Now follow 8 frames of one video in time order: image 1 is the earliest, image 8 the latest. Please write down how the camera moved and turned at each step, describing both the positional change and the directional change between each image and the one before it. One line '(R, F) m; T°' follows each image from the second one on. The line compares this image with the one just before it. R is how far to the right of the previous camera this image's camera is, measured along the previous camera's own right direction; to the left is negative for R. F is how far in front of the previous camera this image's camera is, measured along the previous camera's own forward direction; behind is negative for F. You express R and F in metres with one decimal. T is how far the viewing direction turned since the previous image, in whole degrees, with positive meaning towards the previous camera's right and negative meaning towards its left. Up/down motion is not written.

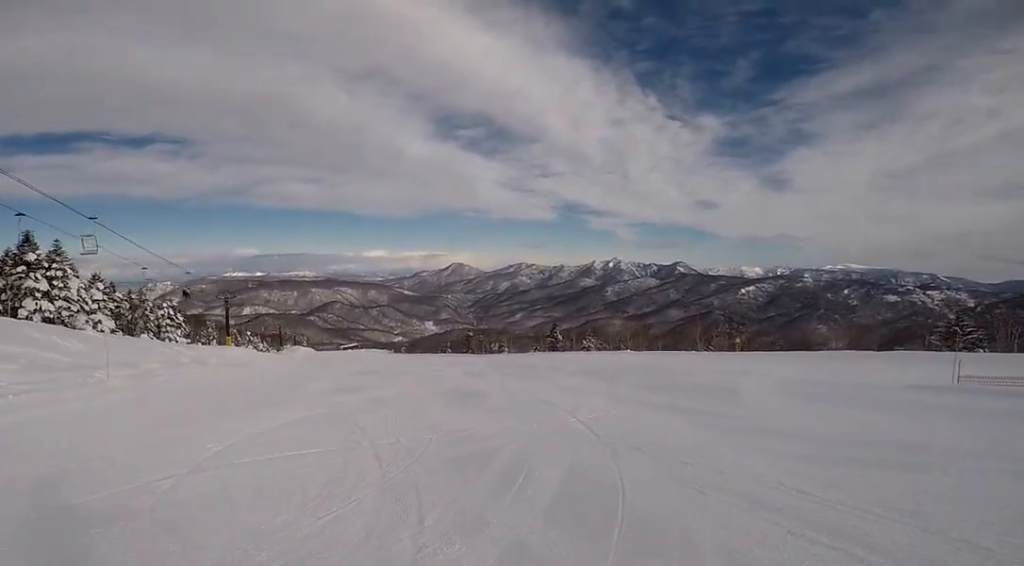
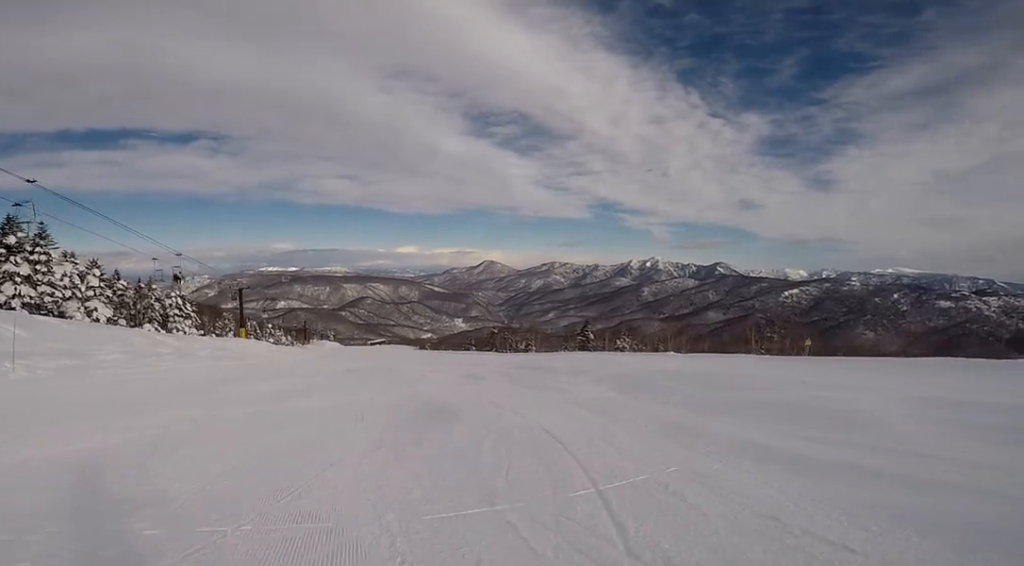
(-0.7, +4.4) m; -26°
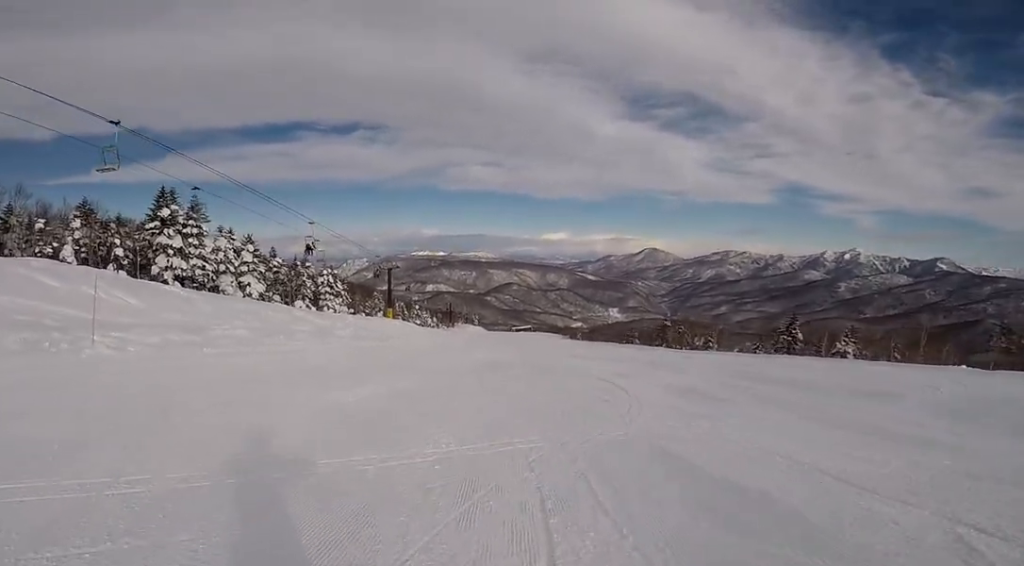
(-1.9, +5.3) m; -20°
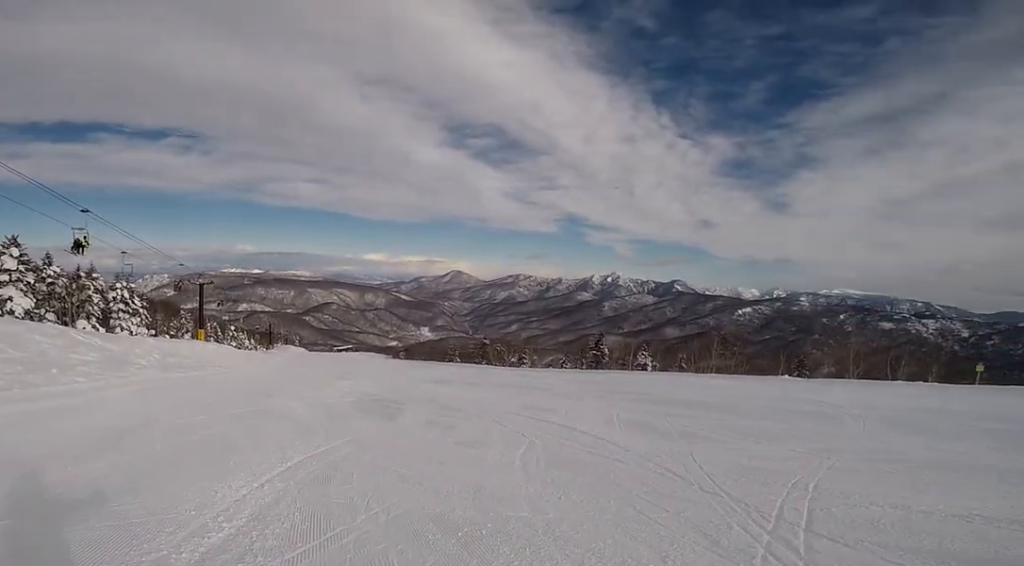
(+0.4, +5.1) m; +21°
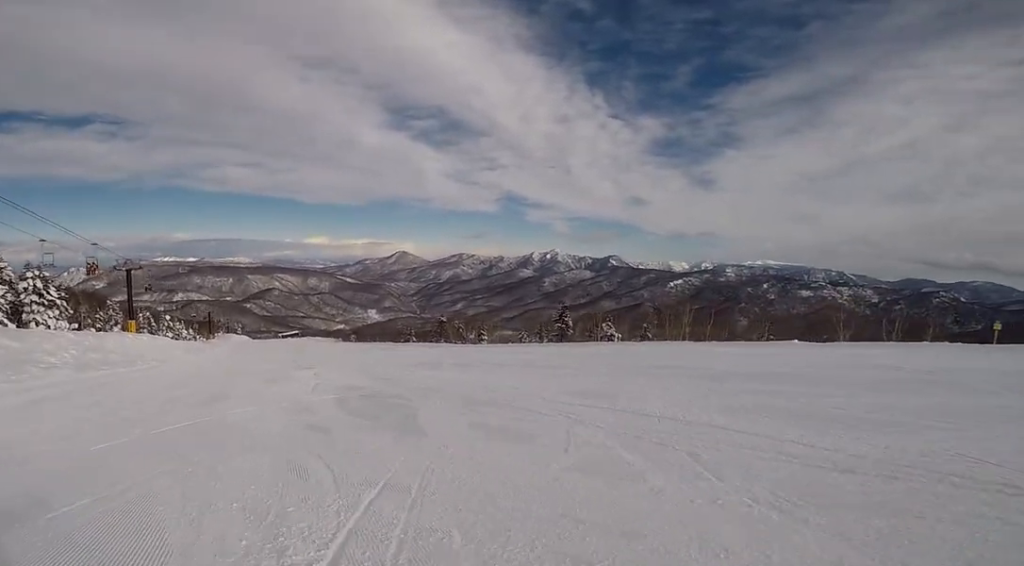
(+0.9, +3.7) m; +19°
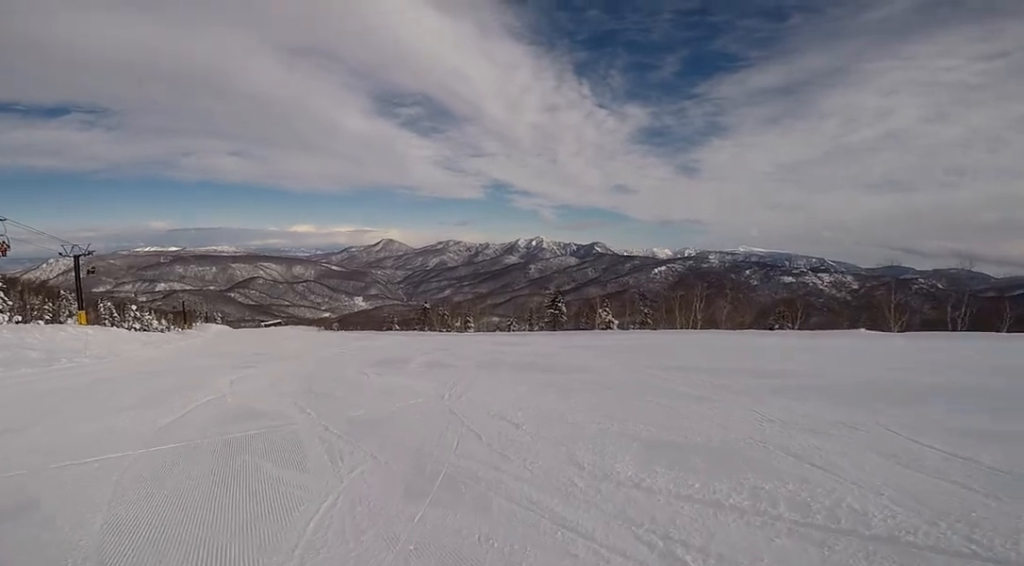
(+0.9, +5.5) m; +6°
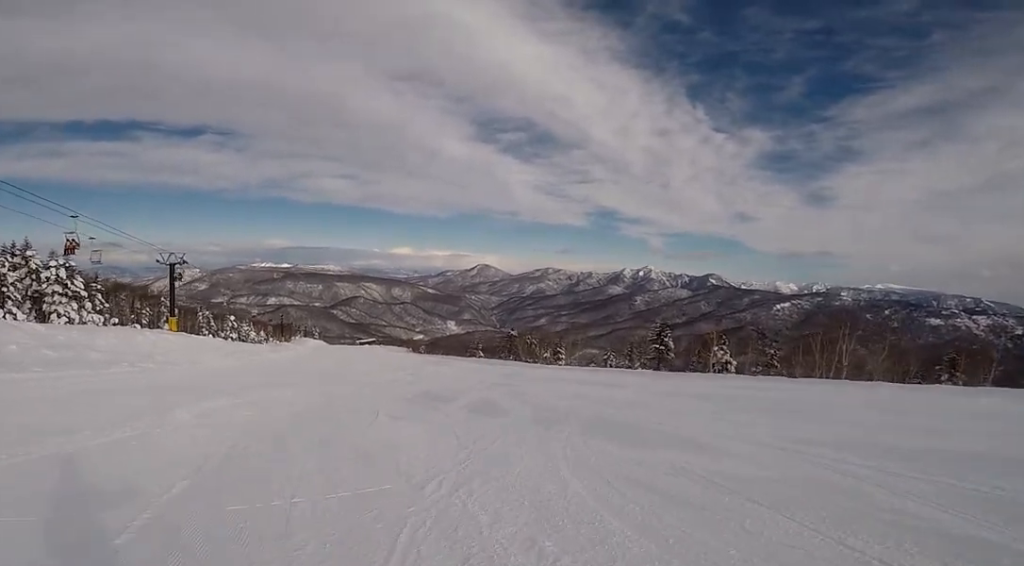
(-0.3, +4.7) m; -20°
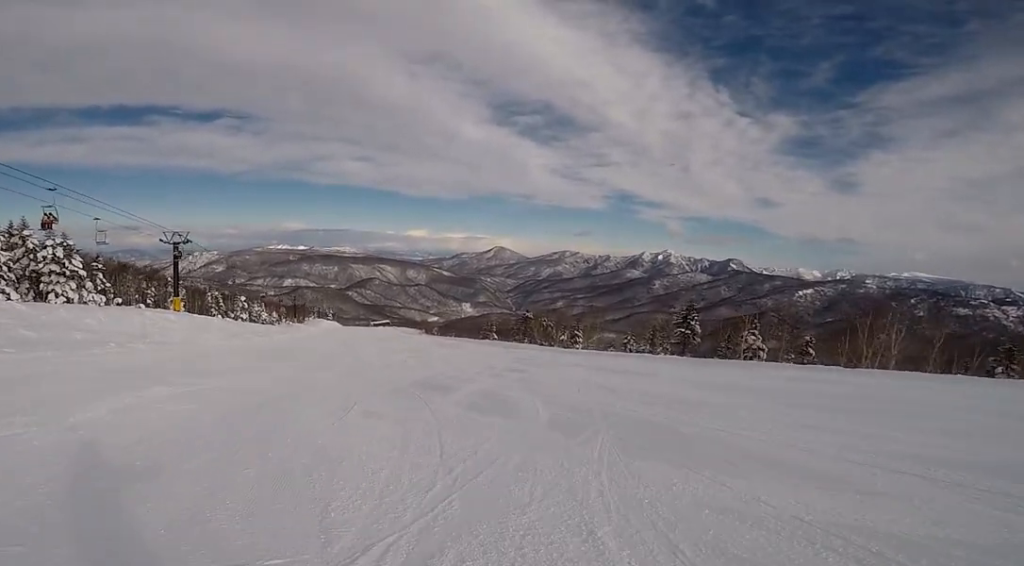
(+0.4, +2.5) m; -15°
